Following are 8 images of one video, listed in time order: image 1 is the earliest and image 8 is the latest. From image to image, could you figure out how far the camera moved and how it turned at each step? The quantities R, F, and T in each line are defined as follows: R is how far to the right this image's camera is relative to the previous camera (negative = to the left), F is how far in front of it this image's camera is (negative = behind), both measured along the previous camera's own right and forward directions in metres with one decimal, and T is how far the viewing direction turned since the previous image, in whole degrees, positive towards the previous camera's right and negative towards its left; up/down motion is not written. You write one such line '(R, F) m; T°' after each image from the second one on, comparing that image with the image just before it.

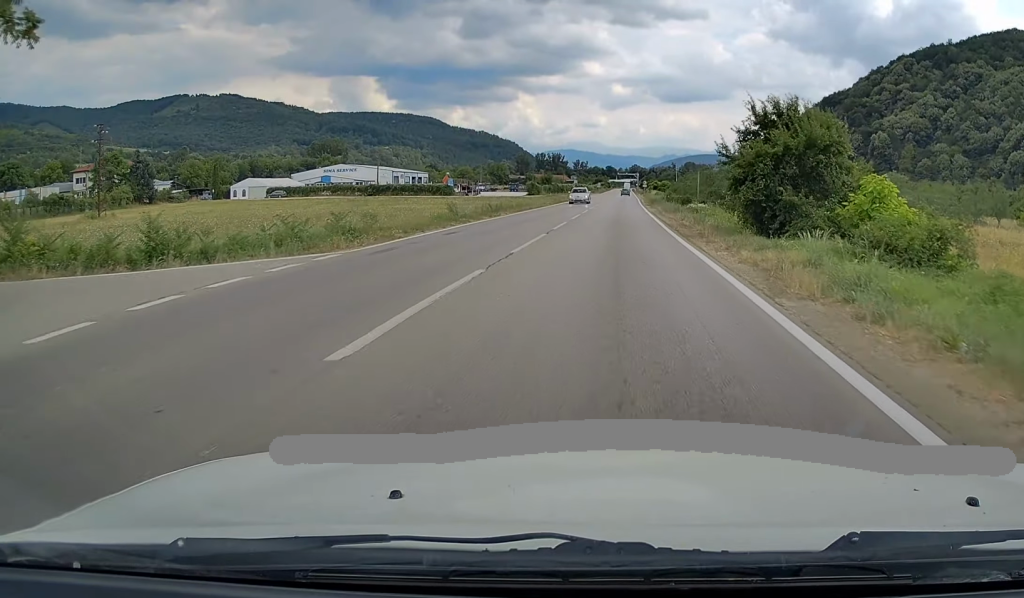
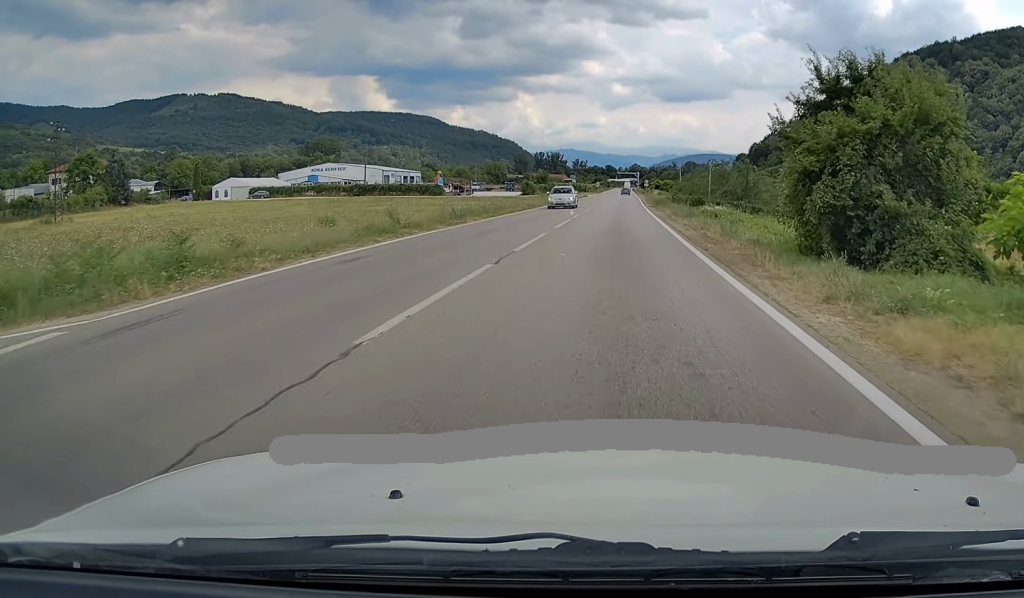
(+0.1, +8.6) m; 0°
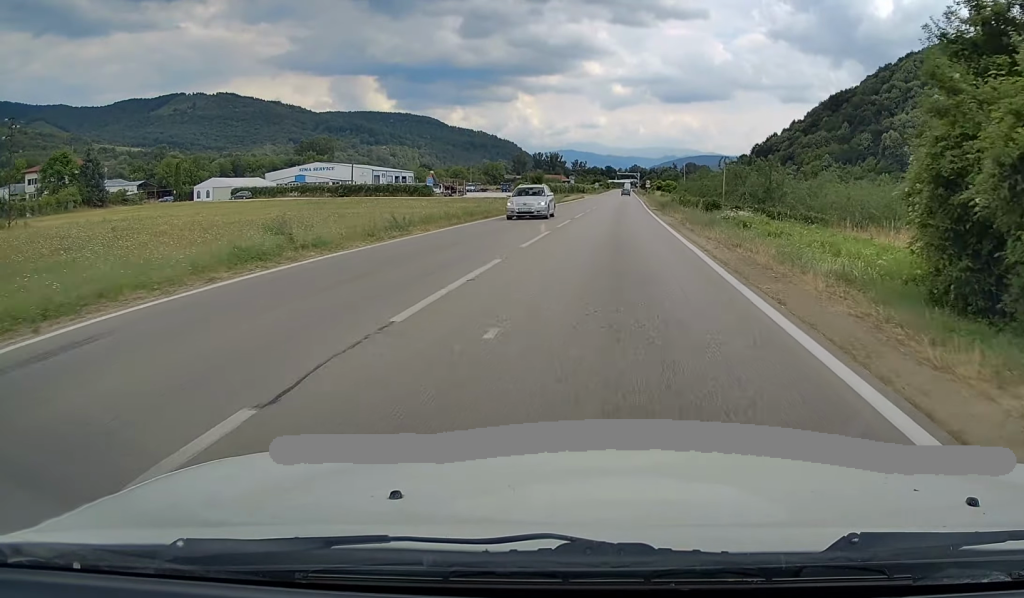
(+0.1, +8.0) m; 0°
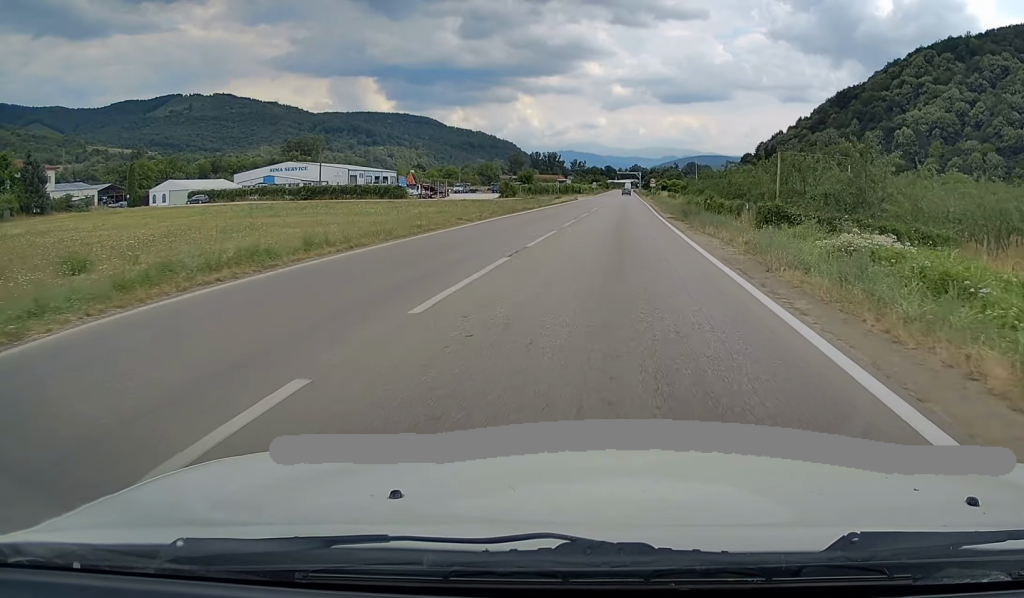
(-0.2, +17.3) m; 0°
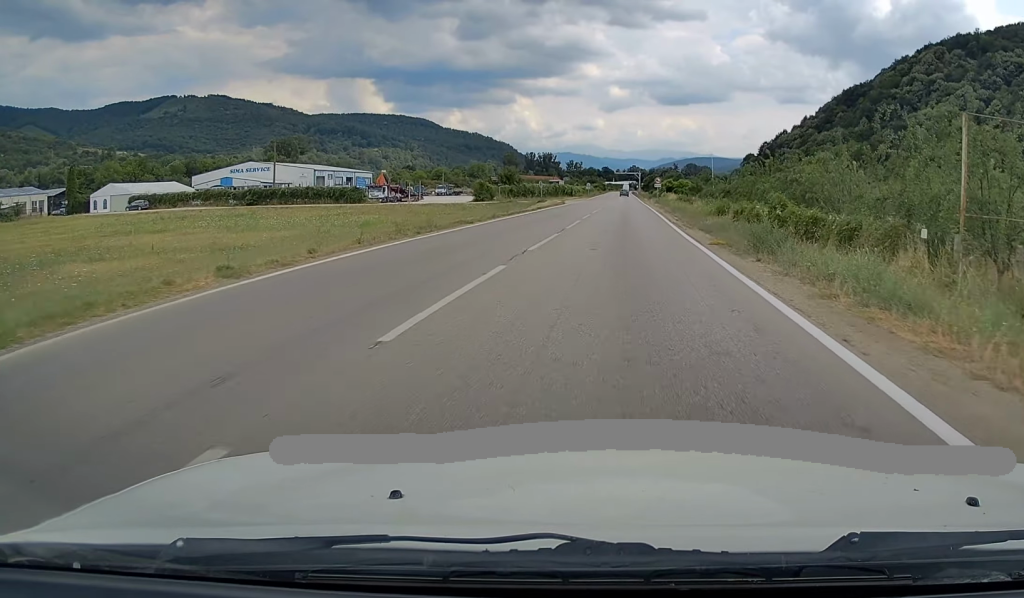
(+0.1, +18.6) m; +1°
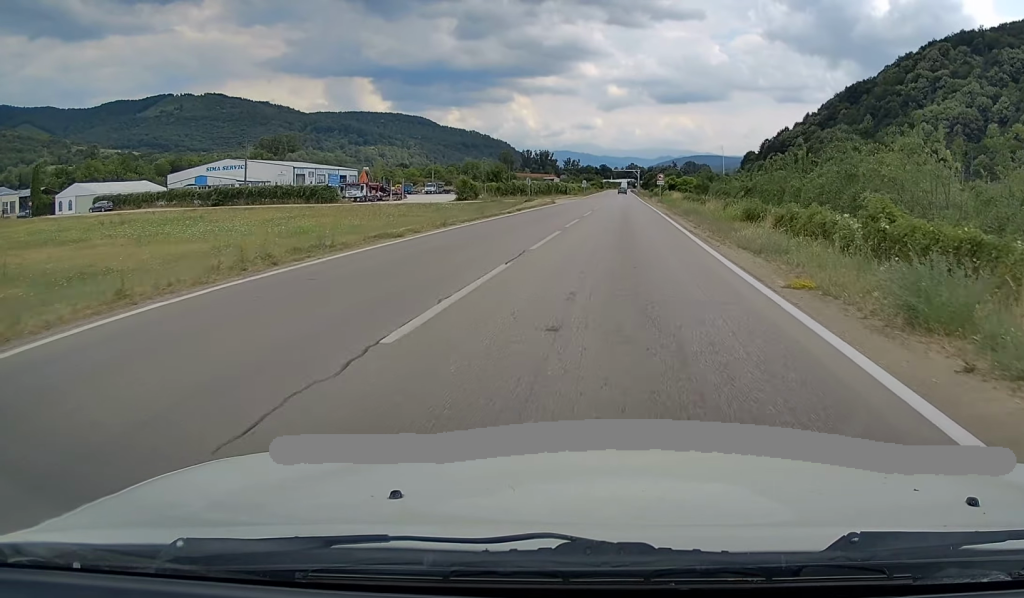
(+0.1, +9.4) m; 0°
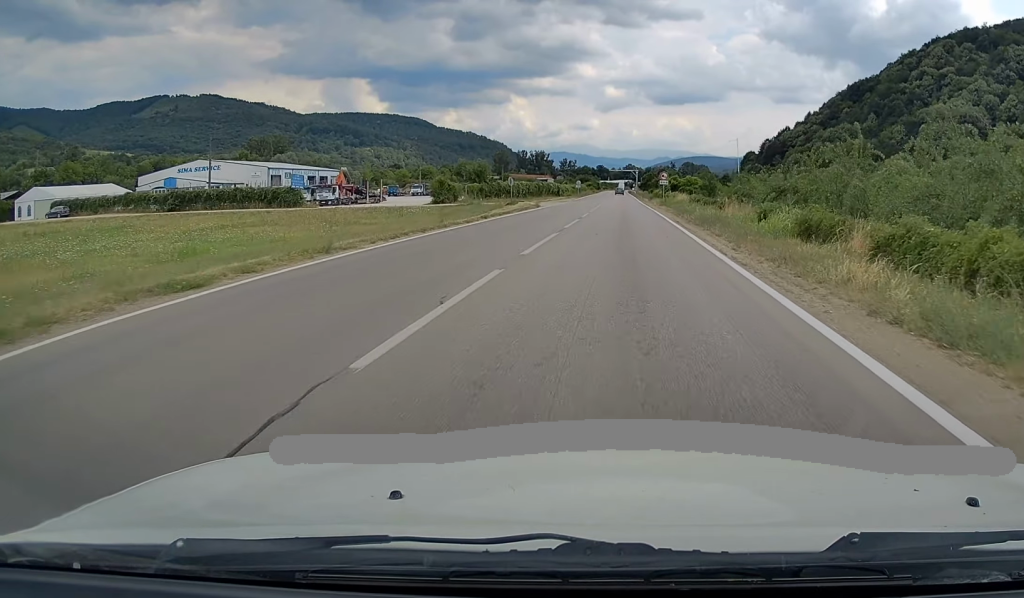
(0.0, +10.0) m; 0°
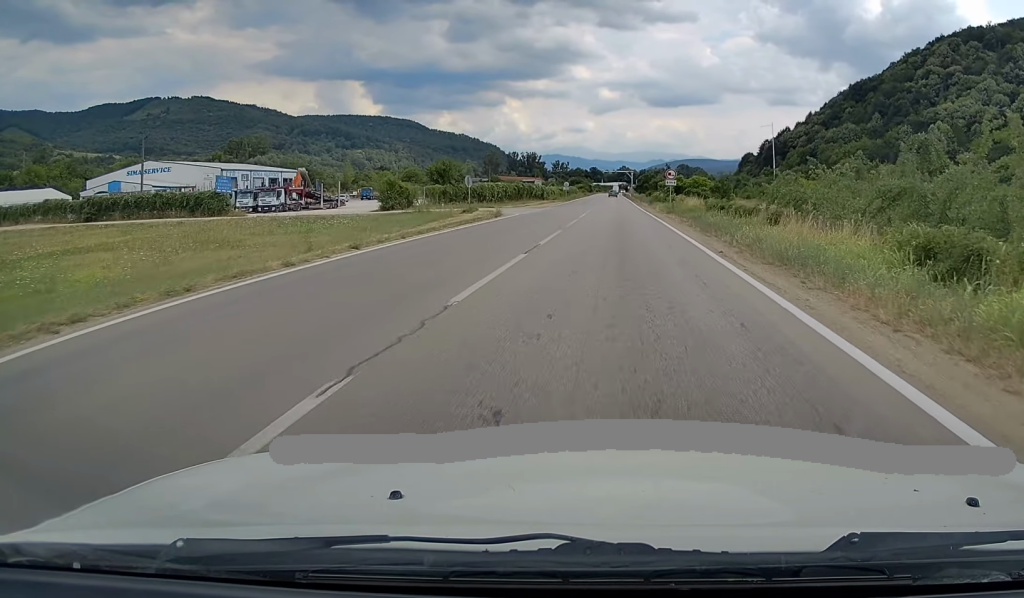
(0.0, +15.3) m; 0°
